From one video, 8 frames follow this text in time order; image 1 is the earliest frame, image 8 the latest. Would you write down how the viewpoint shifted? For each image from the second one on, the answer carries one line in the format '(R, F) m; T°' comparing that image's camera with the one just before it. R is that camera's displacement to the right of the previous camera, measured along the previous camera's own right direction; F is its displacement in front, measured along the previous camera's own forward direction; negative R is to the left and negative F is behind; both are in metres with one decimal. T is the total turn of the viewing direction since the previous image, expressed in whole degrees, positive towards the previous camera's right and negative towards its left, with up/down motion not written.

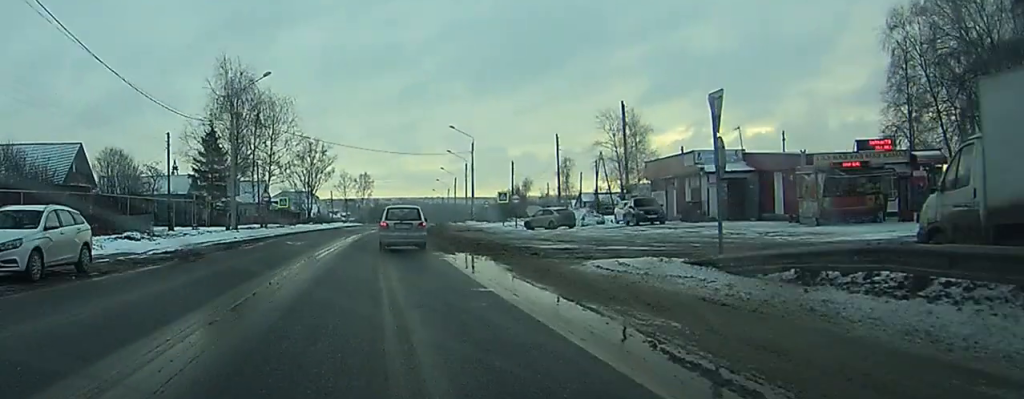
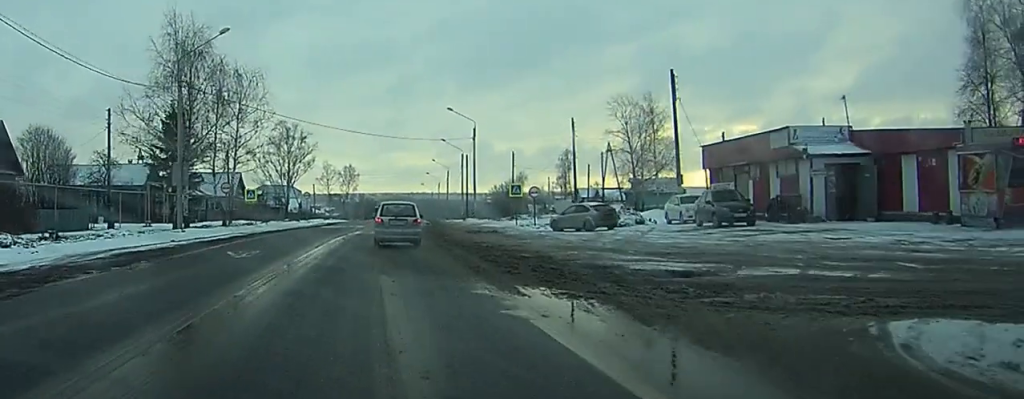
(+0.4, +12.8) m; +2°
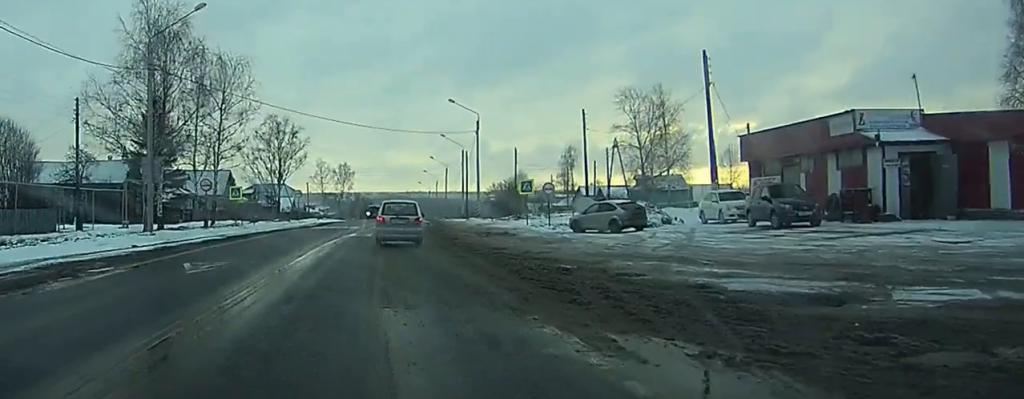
(0.0, +5.6) m; 0°
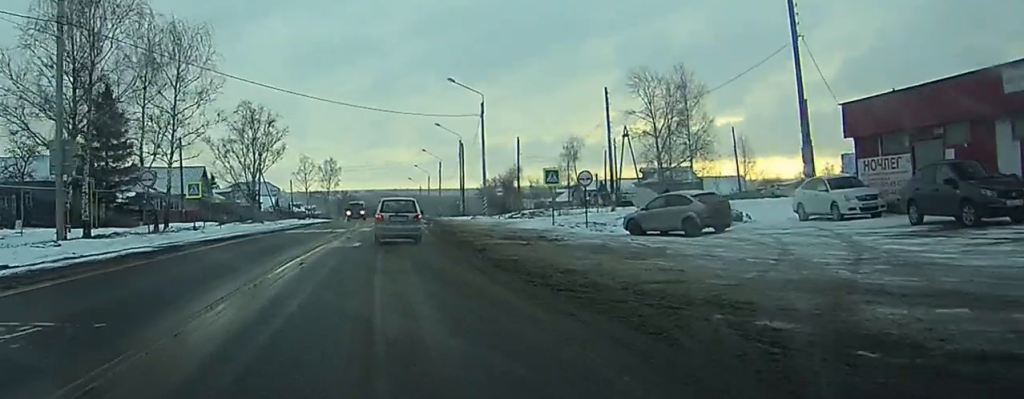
(+0.1, +10.7) m; +1°
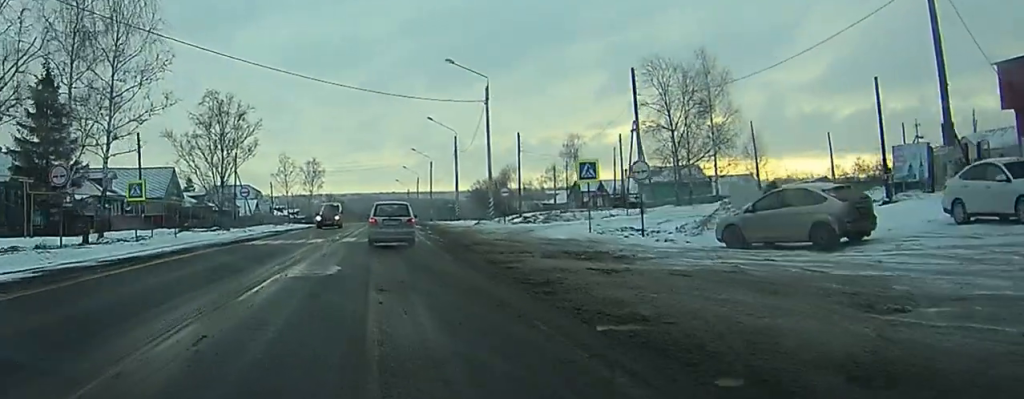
(+0.1, +9.8) m; +1°
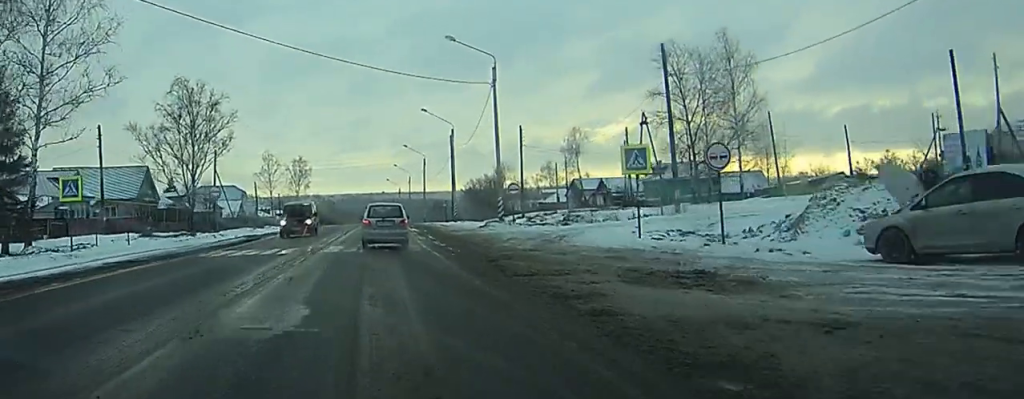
(+0.1, +7.7) m; +1°
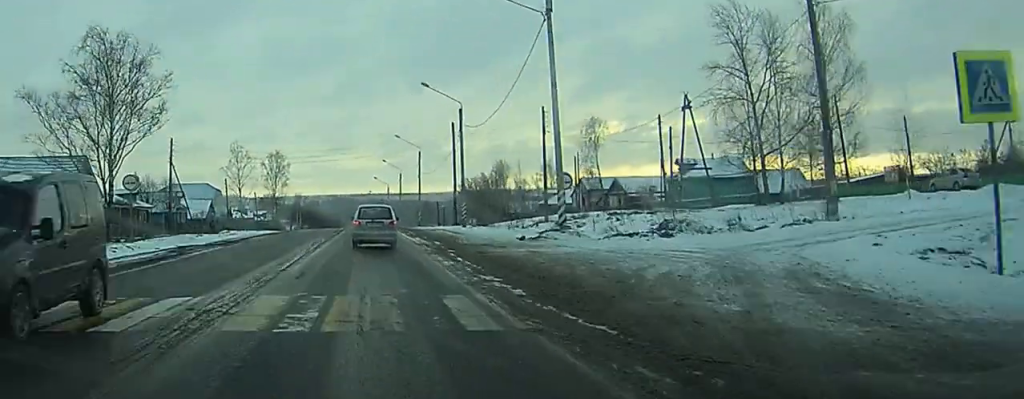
(-0.1, +17.6) m; 0°
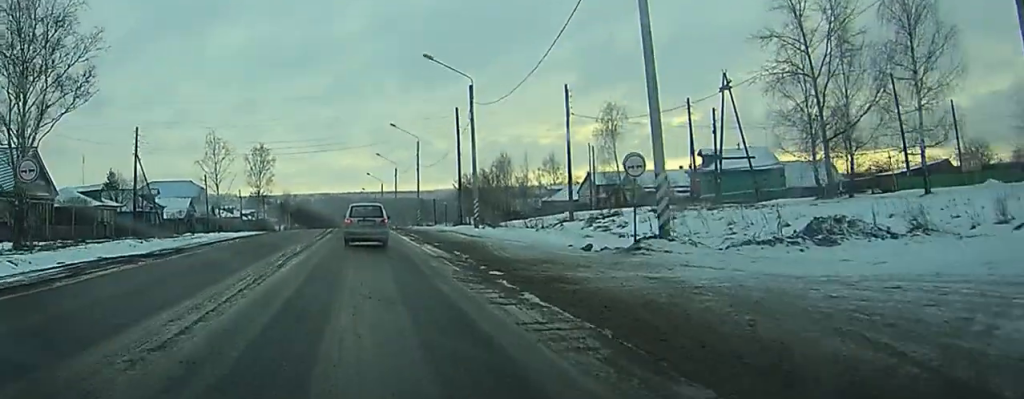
(-0.1, +10.9) m; 0°
